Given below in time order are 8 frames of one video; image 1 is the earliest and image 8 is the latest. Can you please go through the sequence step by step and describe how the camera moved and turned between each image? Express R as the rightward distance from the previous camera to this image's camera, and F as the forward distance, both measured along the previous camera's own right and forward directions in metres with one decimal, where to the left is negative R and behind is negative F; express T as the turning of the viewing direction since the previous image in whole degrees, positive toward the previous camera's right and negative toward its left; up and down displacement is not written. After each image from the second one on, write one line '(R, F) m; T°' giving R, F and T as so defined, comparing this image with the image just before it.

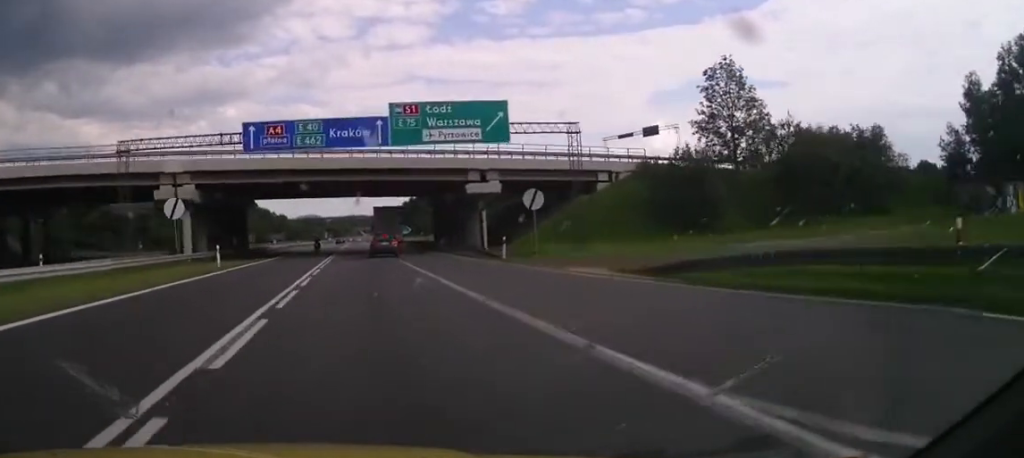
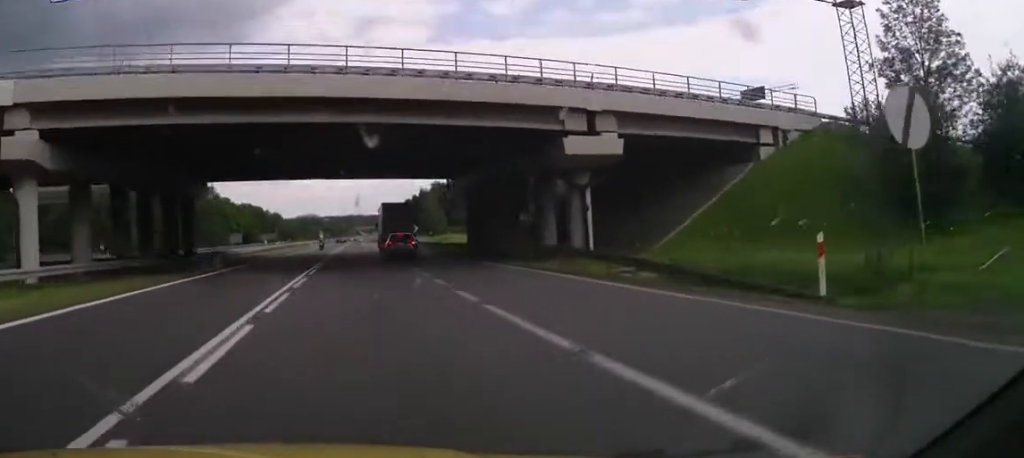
(-0.1, +23.8) m; 0°
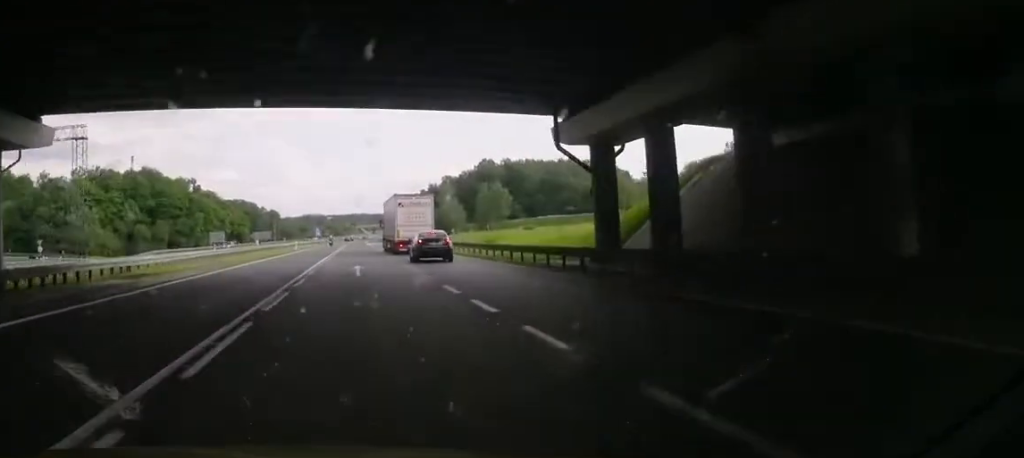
(-0.2, +29.5) m; 0°
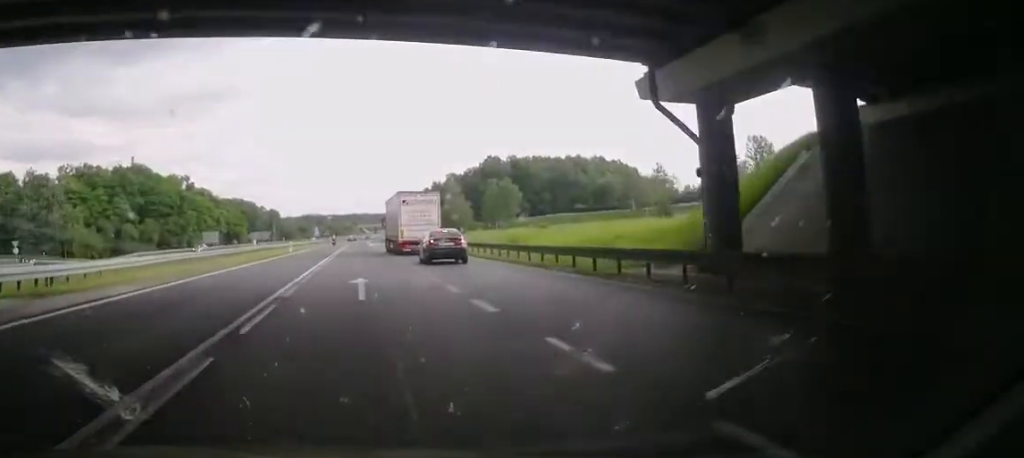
(0.0, +8.9) m; 0°
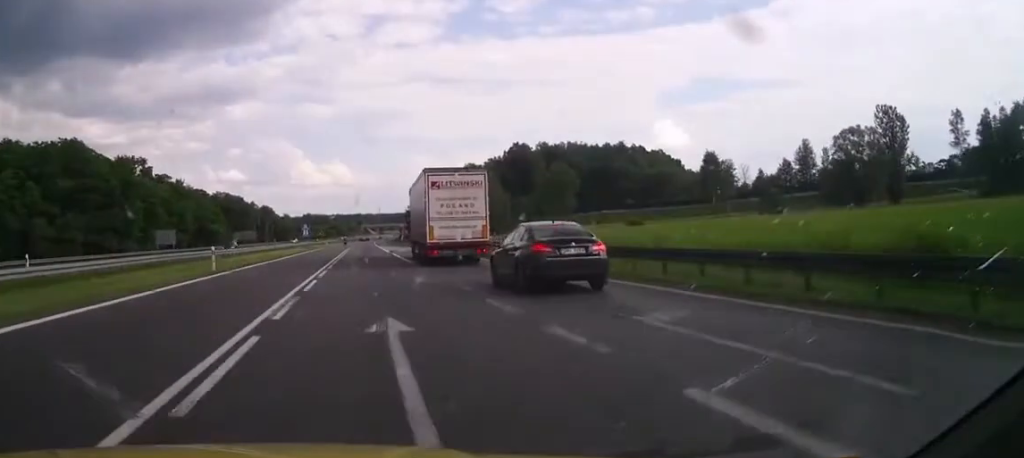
(-0.1, +38.9) m; 0°
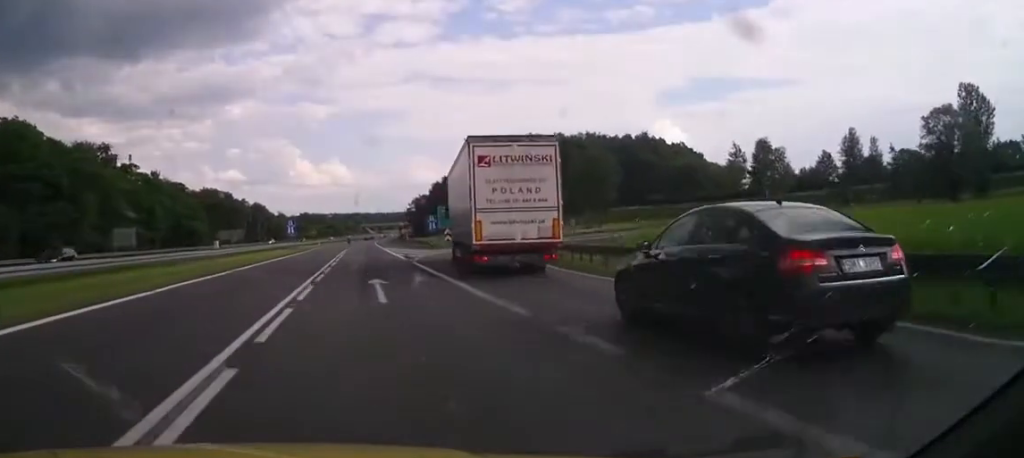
(+0.3, +19.3) m; +1°
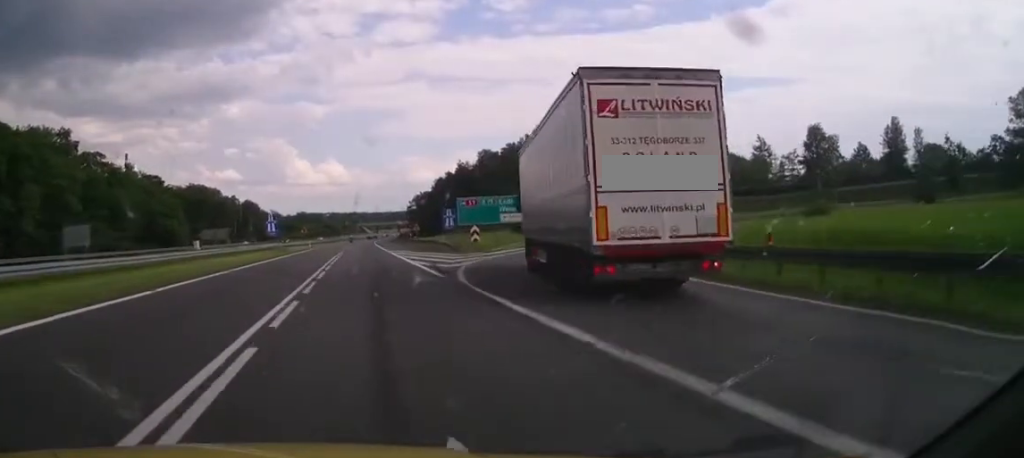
(0.0, +16.0) m; -1°
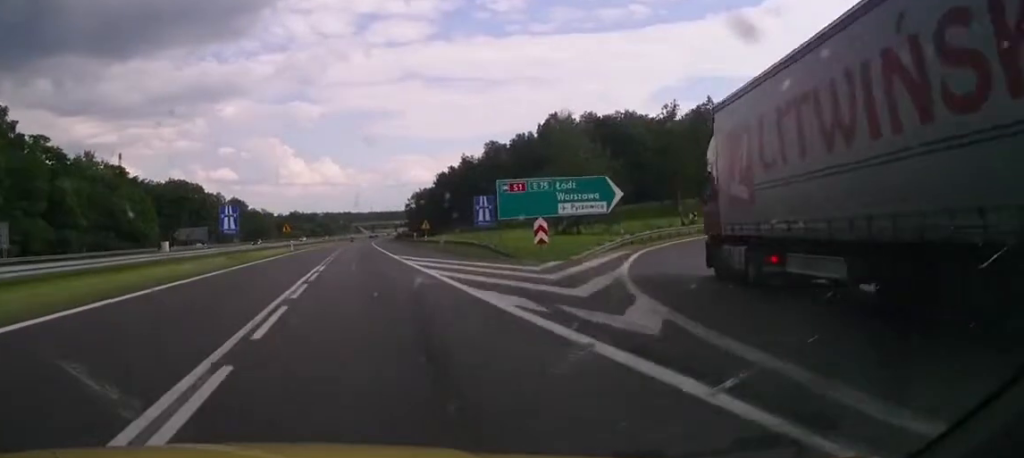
(-0.2, +18.5) m; -1°
